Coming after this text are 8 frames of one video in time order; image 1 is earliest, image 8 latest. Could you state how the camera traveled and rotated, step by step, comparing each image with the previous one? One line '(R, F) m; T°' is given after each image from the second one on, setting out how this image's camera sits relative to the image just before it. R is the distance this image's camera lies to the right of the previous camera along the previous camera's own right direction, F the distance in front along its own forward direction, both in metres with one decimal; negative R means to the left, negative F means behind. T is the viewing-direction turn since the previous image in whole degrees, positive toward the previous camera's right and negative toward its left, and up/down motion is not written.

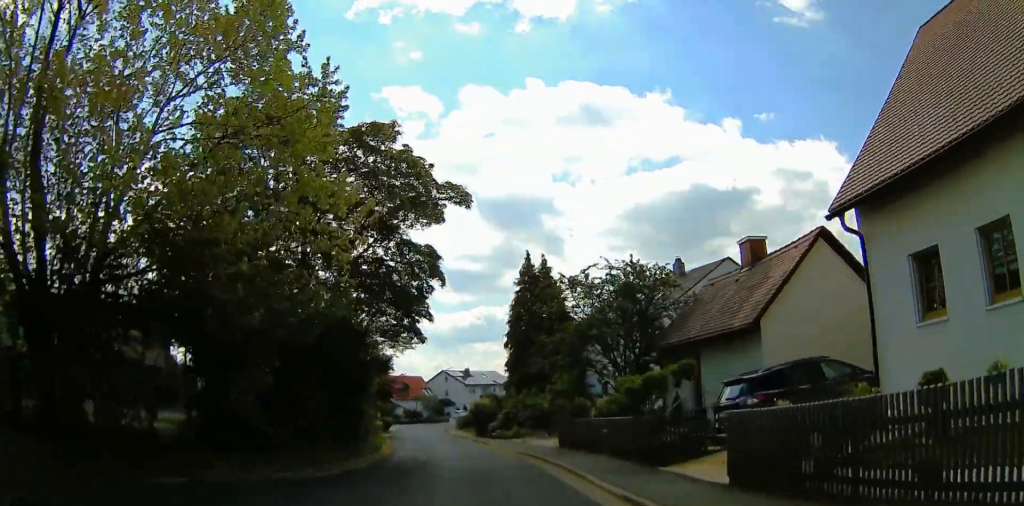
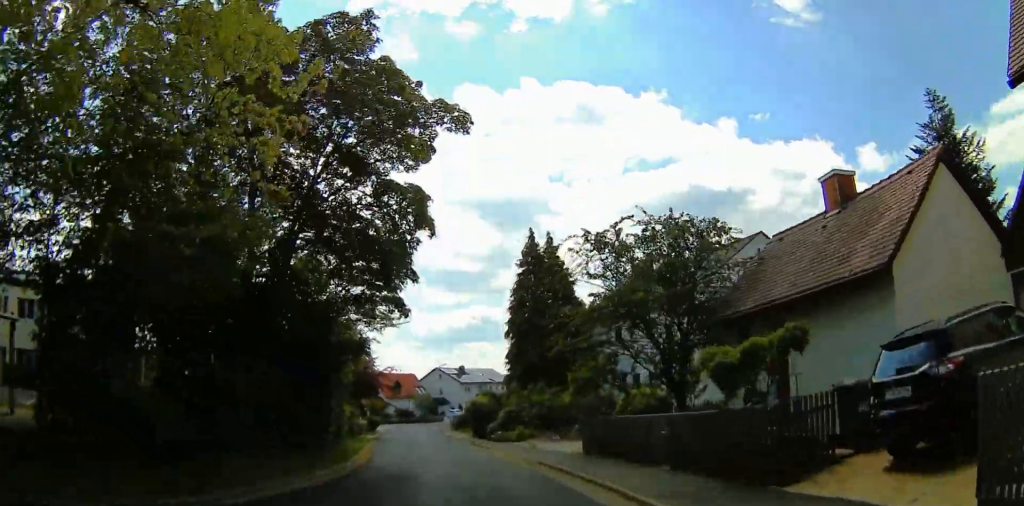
(-0.2, +4.1) m; +2°
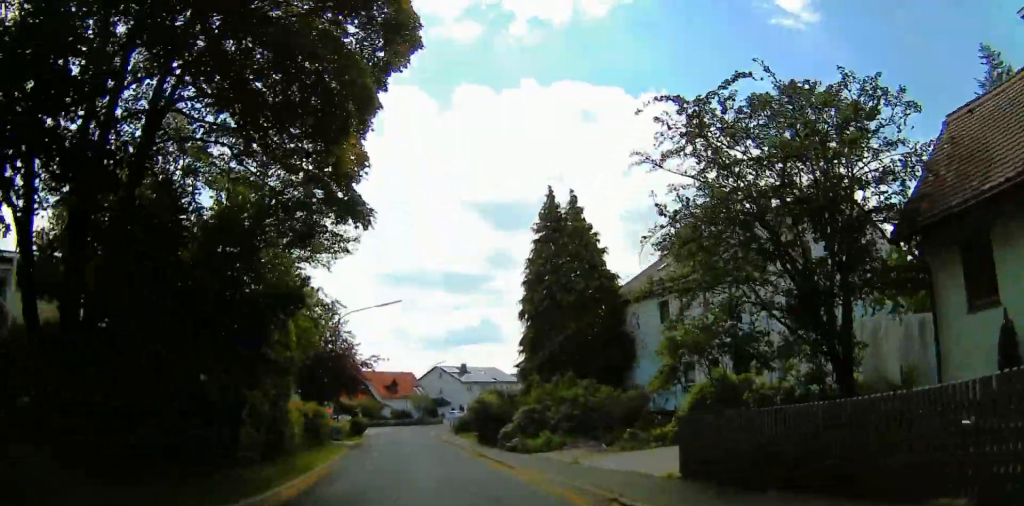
(+0.7, +7.2) m; -4°
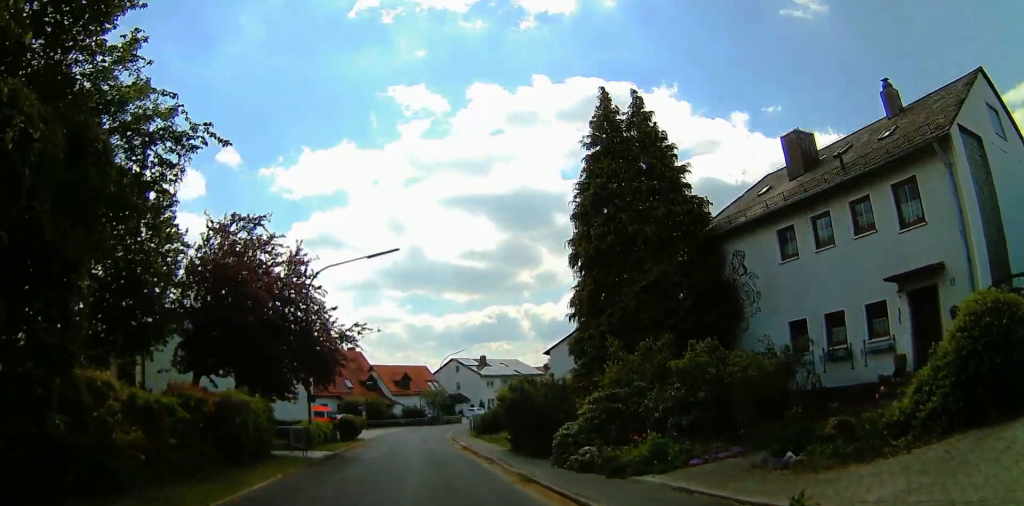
(-1.4, +9.8) m; -7°
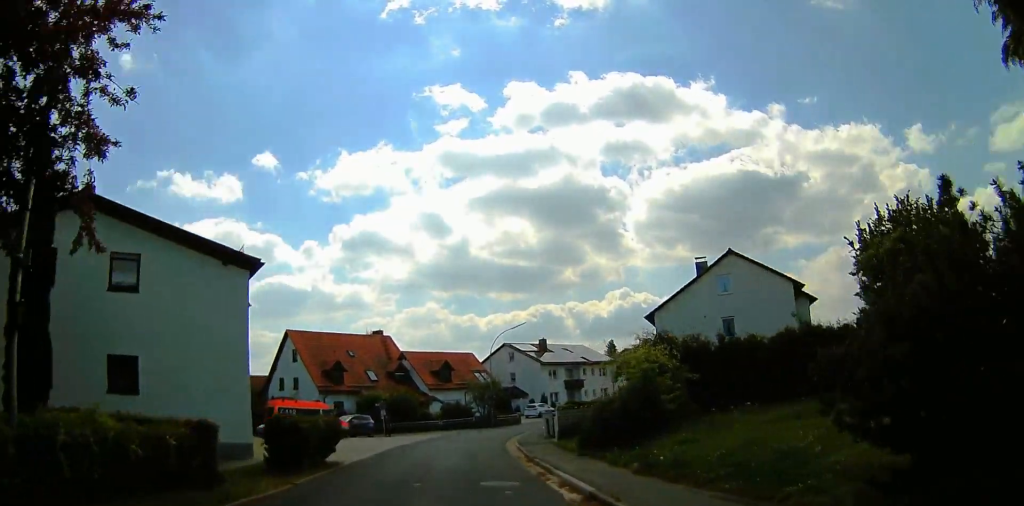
(+1.9, +20.2) m; +7°
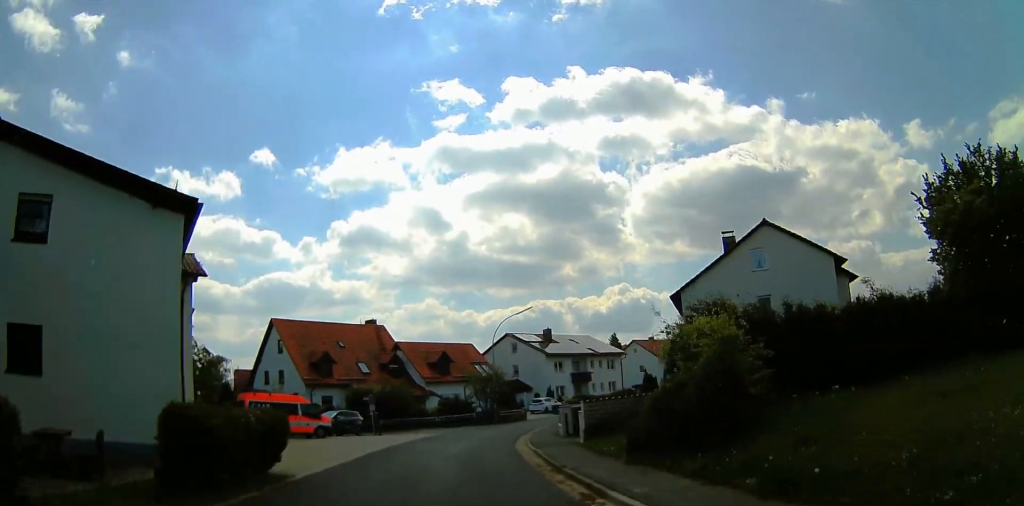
(-0.1, +5.0) m; -3°
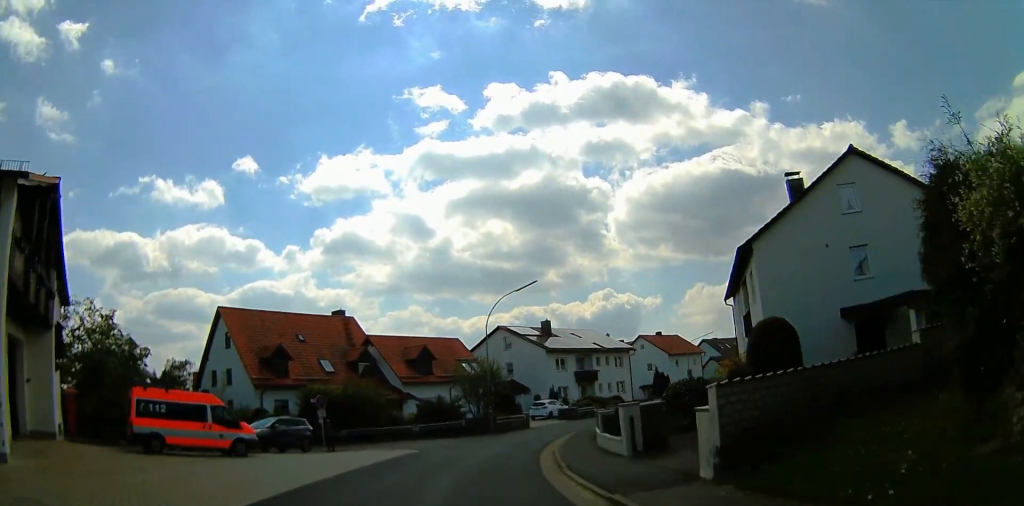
(-0.7, +10.5) m; -2°
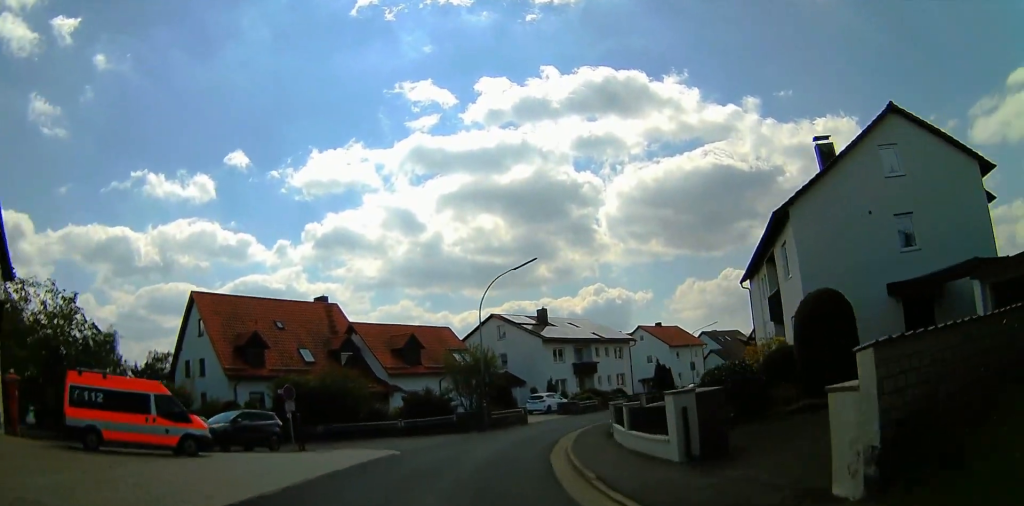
(+0.1, +4.0) m; +3°
